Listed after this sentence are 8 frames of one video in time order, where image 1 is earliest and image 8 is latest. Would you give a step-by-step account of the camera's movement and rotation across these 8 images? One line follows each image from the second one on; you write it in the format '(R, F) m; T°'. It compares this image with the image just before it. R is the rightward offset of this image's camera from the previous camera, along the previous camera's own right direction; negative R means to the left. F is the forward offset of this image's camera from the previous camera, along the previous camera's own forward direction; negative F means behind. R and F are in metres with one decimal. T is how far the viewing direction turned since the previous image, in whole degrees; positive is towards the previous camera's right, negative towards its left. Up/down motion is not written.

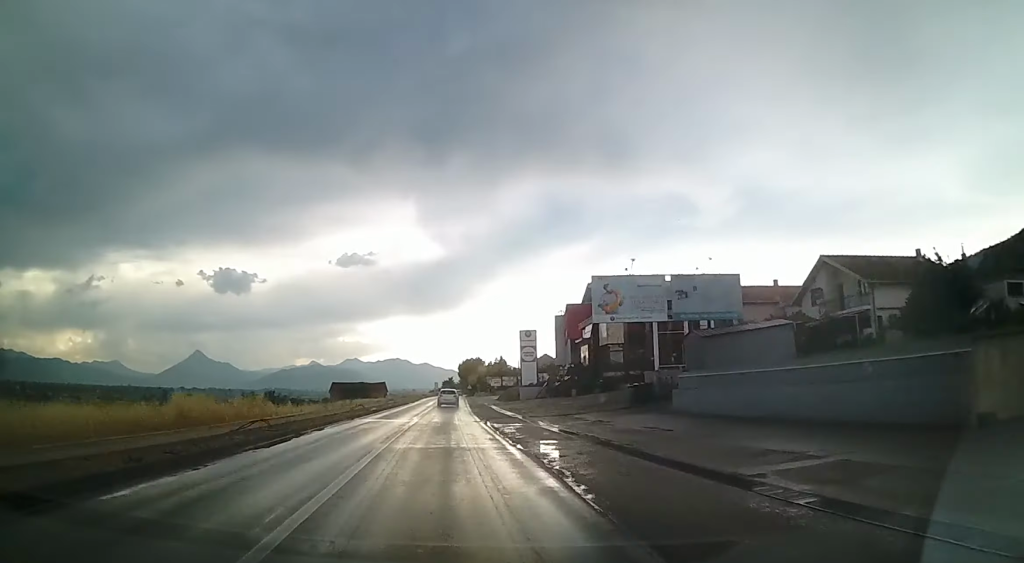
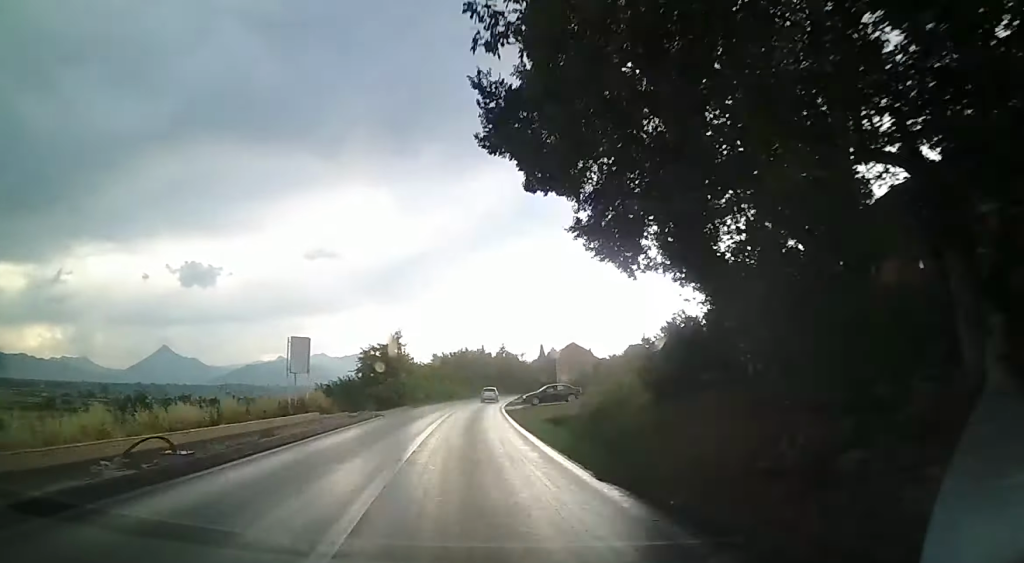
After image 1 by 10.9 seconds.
(-4.0, +170.1) m; -5°
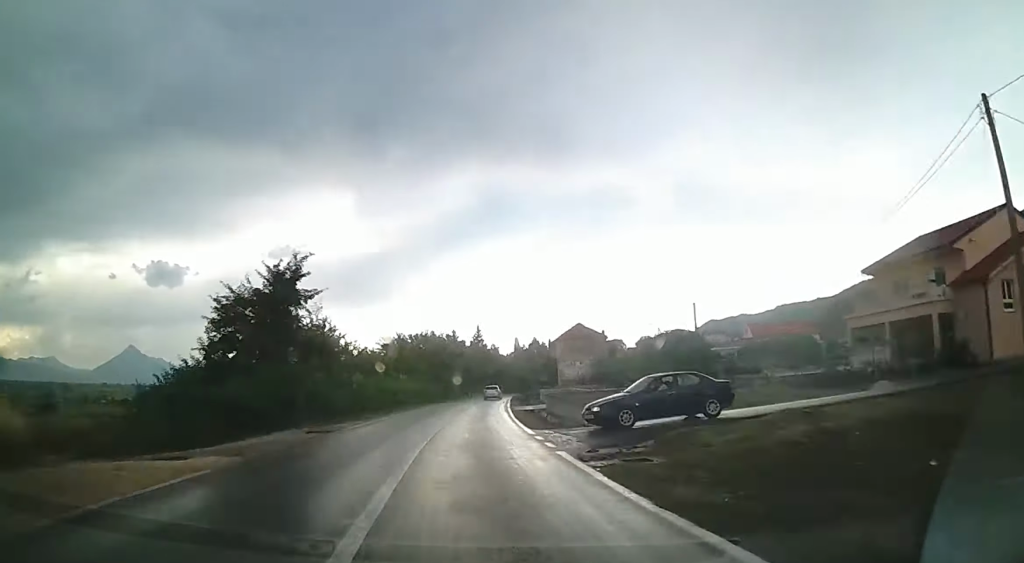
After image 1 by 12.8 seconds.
(-1.7, +28.9) m; -3°
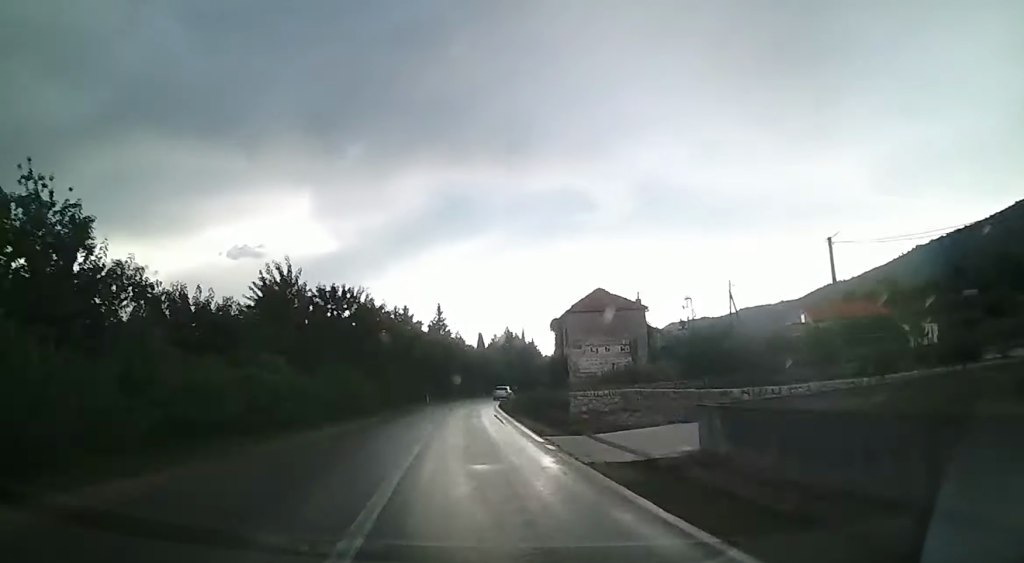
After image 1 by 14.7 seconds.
(-0.3, +28.9) m; -3°
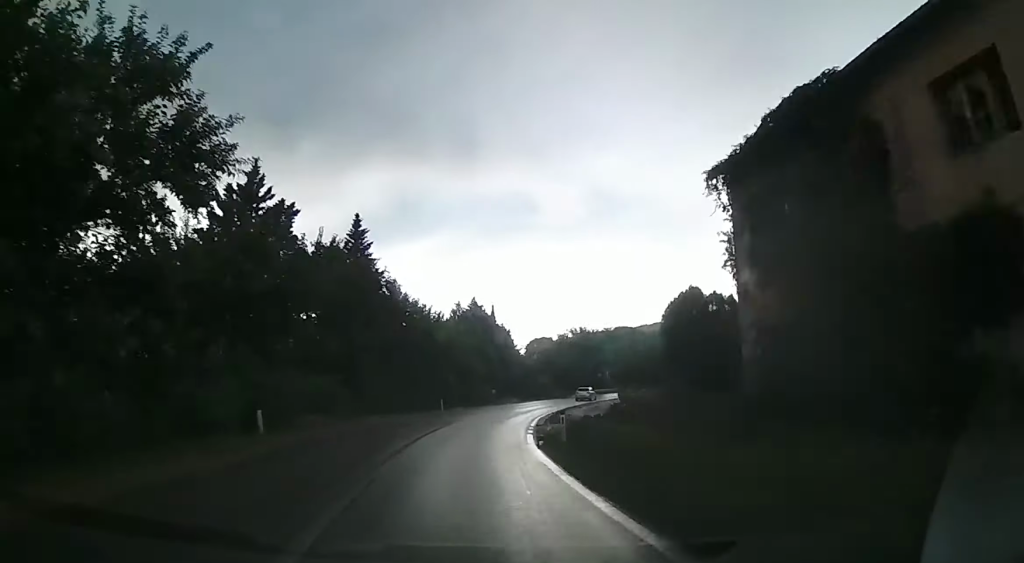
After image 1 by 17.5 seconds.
(-1.6, +43.2) m; -12°
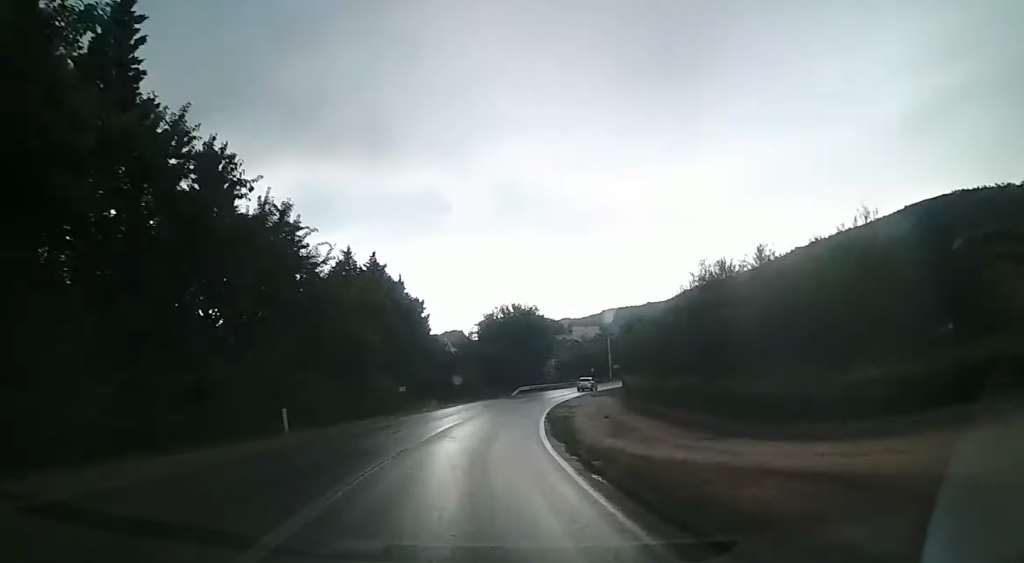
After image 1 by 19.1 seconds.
(+0.2, +24.1) m; -7°
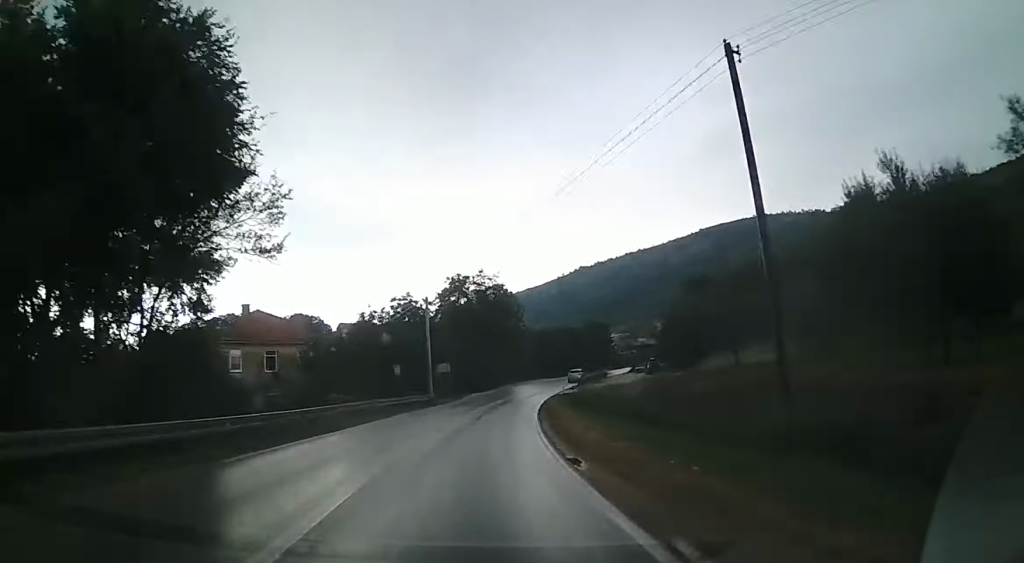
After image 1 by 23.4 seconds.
(-15.7, +63.5) m; -20°
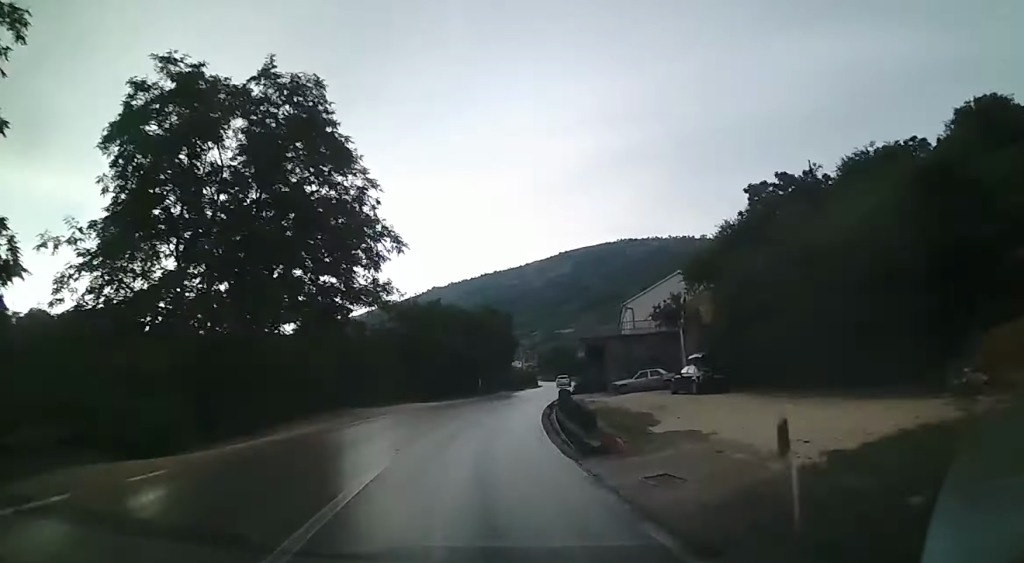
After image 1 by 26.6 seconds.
(-3.1, +48.3) m; -10°
